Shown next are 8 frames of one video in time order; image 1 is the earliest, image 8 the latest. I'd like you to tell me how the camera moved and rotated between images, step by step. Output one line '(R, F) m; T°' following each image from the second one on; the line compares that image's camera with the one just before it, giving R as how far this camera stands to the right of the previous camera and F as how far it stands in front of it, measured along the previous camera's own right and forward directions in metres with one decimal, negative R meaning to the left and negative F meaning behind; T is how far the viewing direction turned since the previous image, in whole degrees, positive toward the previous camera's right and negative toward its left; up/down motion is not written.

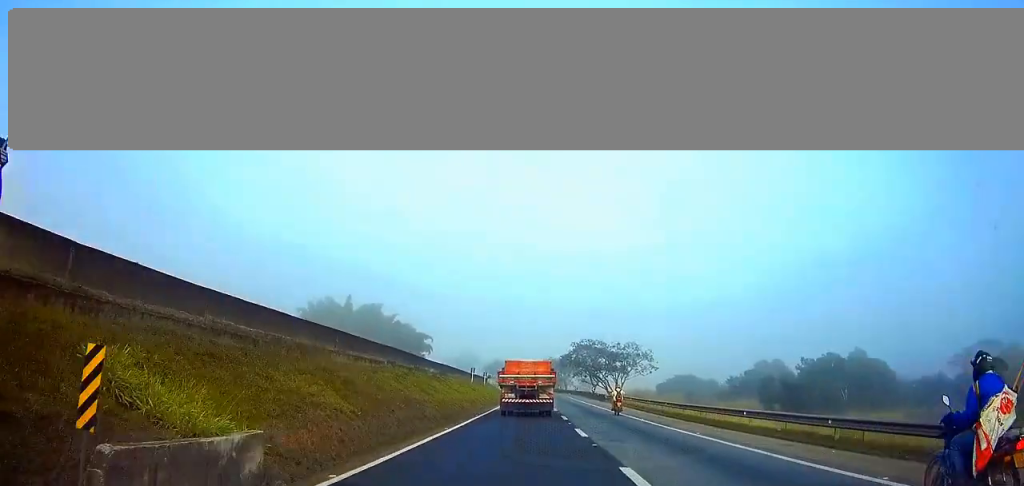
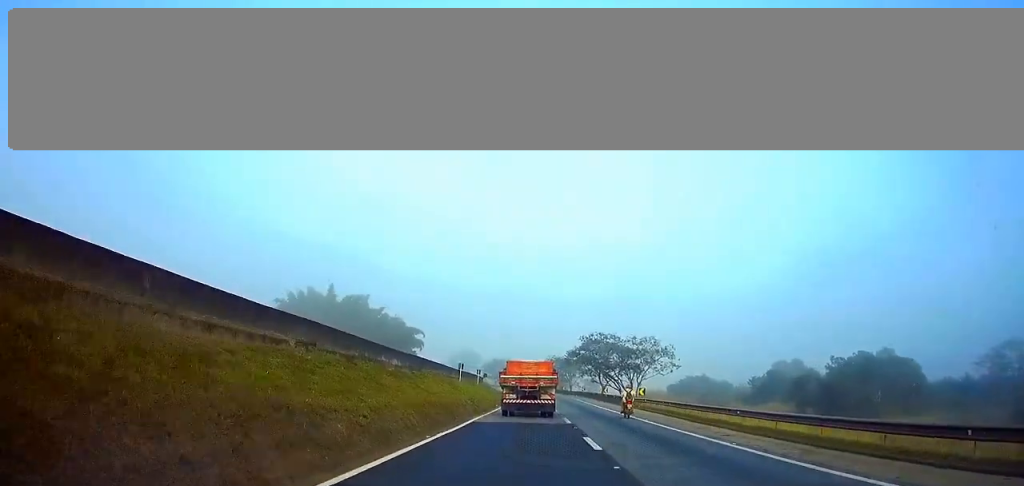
(0.0, +15.1) m; 0°
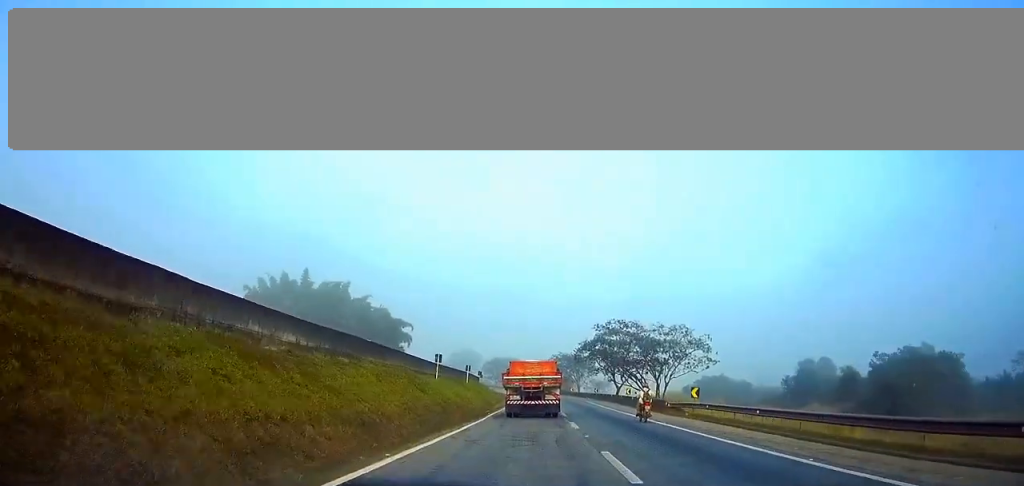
(0.0, +17.7) m; 0°
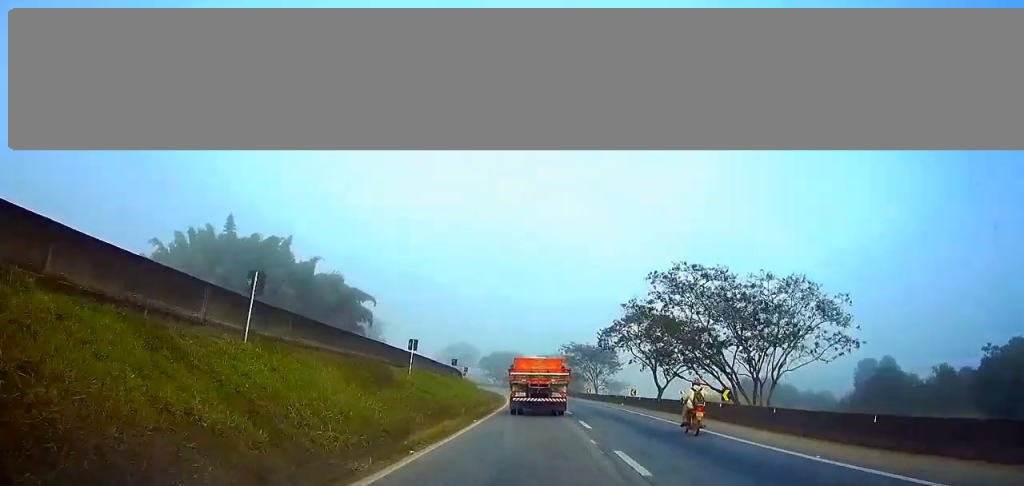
(-0.2, +33.7) m; -1°
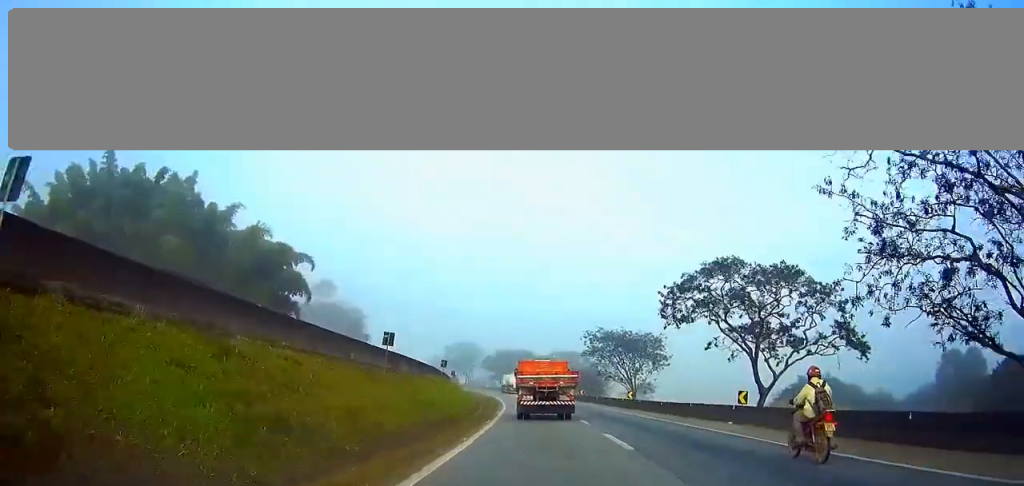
(-0.2, +31.2) m; -1°
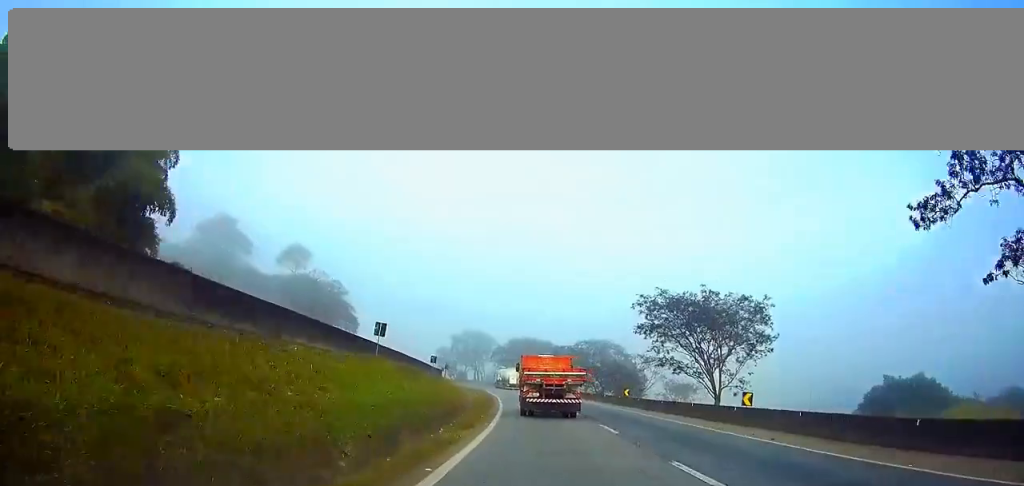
(-0.4, +30.4) m; -2°
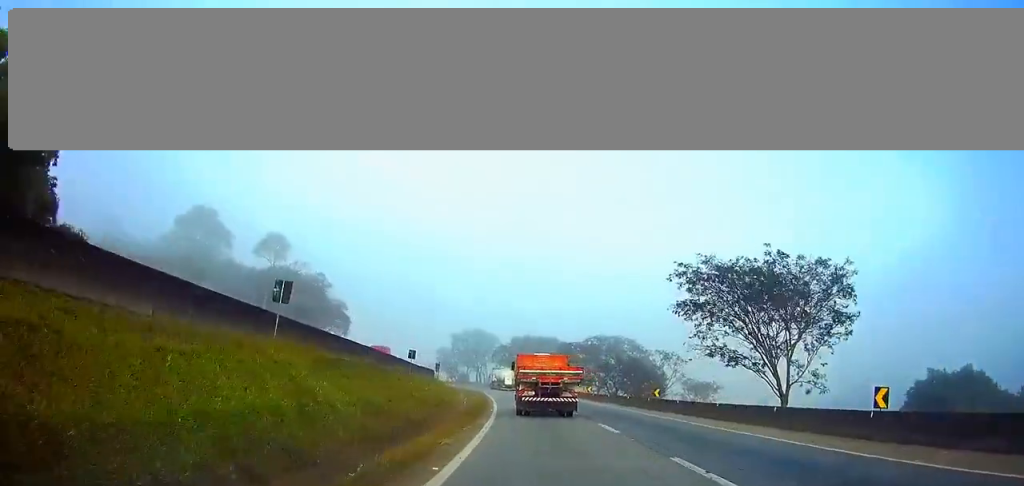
(0.0, +12.6) m; -1°
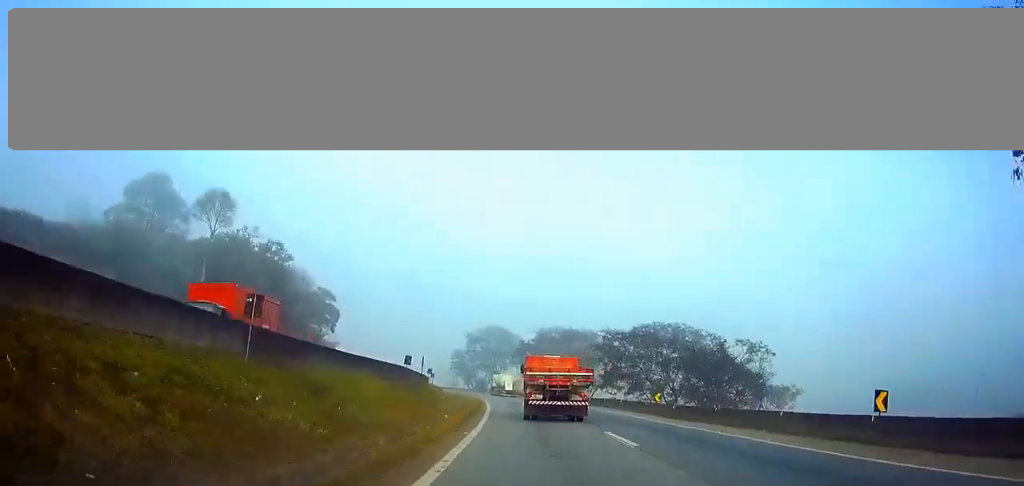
(-0.4, +29.7) m; -2°
